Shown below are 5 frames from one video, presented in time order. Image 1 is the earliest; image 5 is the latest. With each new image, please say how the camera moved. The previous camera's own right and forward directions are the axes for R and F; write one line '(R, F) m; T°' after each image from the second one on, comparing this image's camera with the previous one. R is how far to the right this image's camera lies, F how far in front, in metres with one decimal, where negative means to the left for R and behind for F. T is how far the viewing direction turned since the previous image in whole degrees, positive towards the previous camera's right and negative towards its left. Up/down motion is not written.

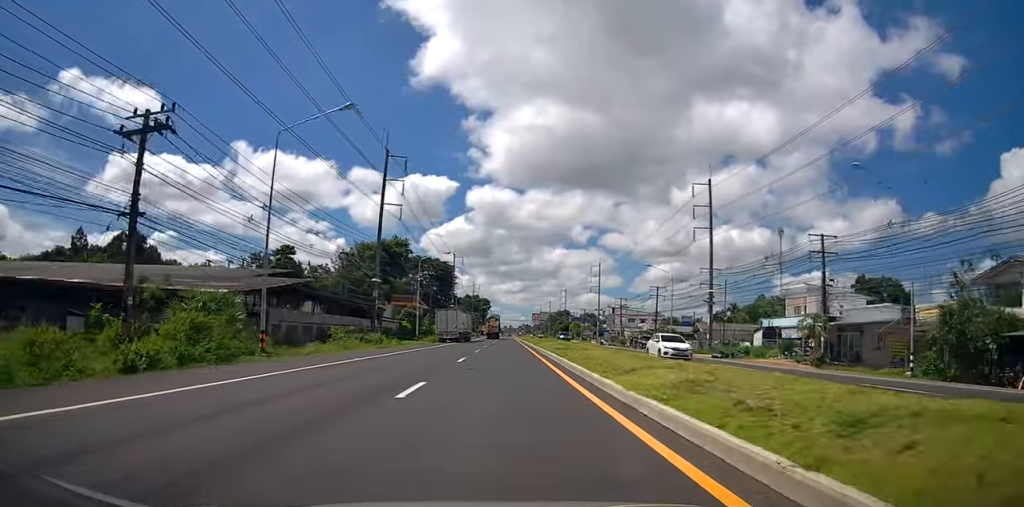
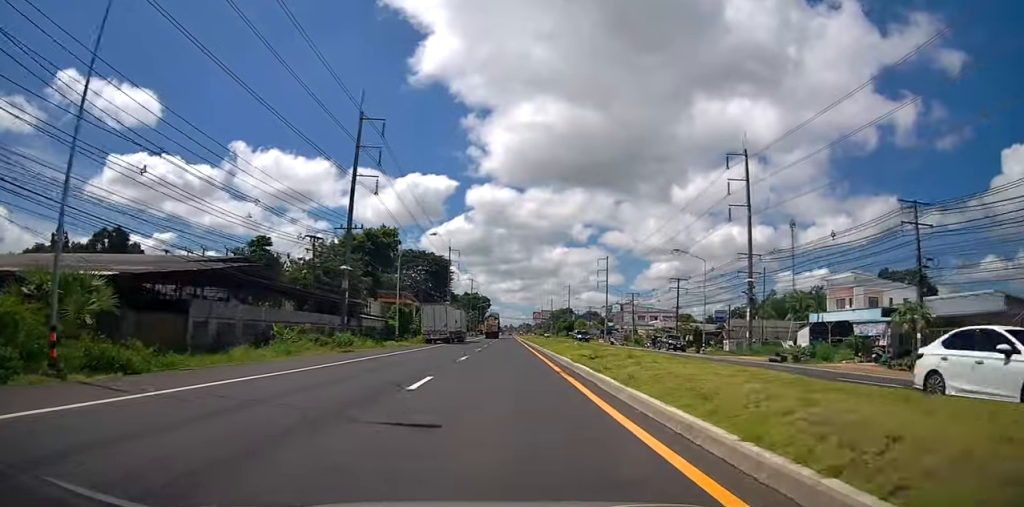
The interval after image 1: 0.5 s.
(0.0, +10.5) m; 0°
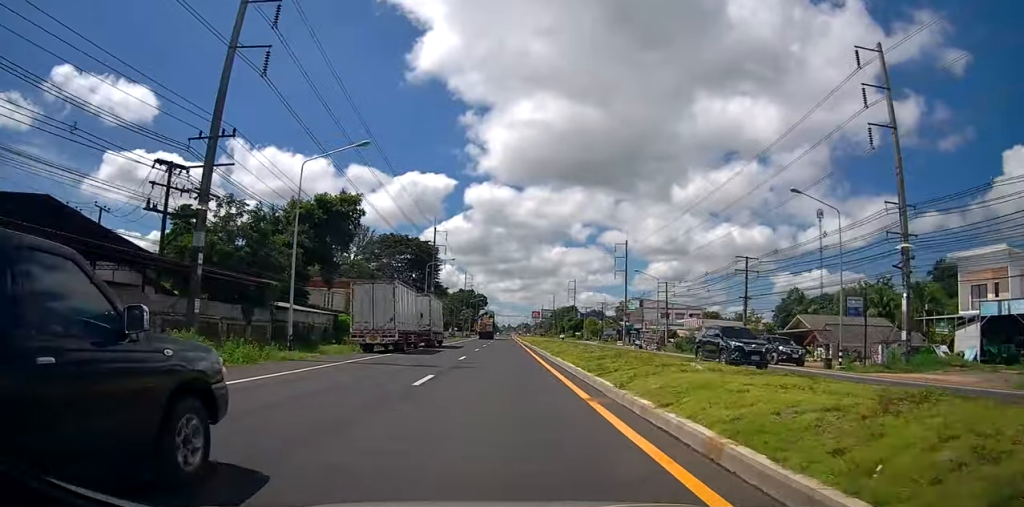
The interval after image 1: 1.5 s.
(+0.1, +22.2) m; 0°
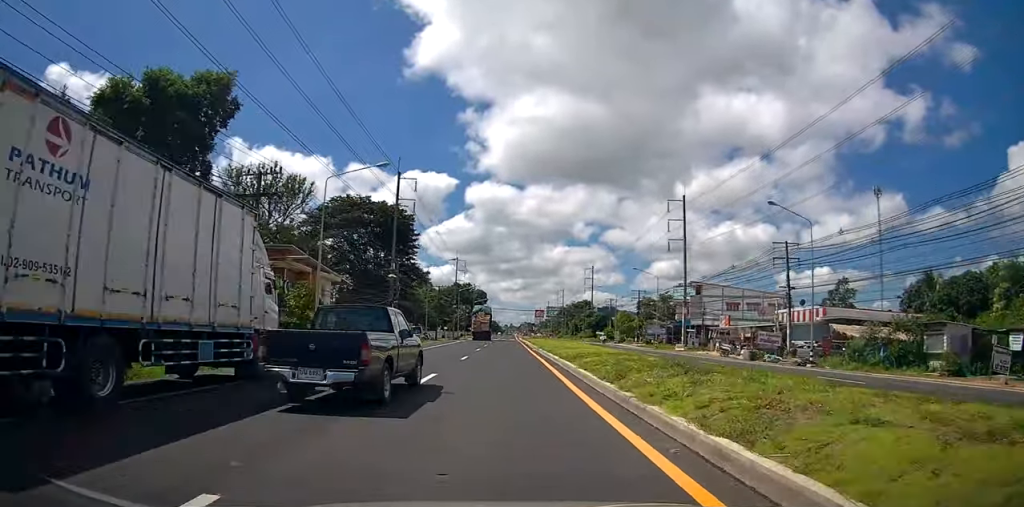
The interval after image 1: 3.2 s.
(+0.1, +34.5) m; 0°
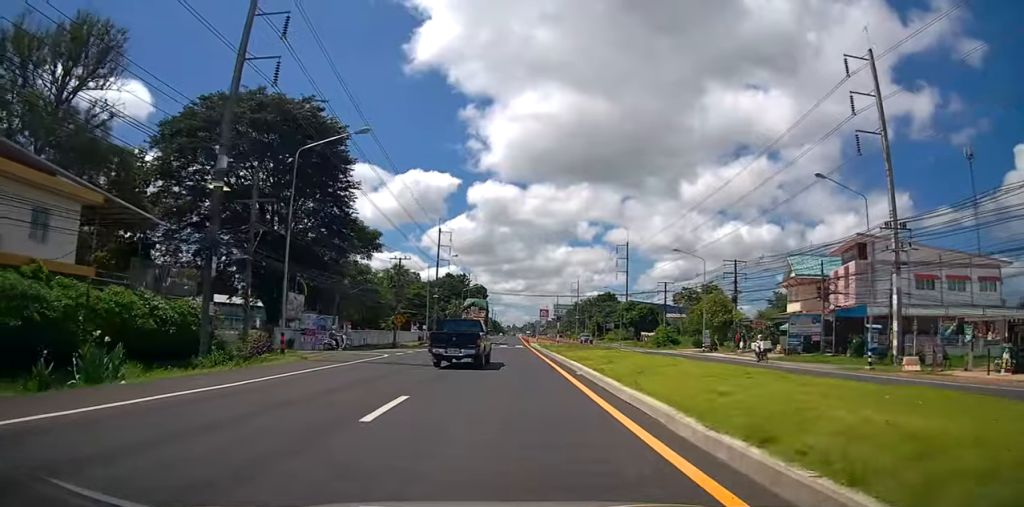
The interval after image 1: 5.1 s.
(0.0, +39.7) m; 0°
